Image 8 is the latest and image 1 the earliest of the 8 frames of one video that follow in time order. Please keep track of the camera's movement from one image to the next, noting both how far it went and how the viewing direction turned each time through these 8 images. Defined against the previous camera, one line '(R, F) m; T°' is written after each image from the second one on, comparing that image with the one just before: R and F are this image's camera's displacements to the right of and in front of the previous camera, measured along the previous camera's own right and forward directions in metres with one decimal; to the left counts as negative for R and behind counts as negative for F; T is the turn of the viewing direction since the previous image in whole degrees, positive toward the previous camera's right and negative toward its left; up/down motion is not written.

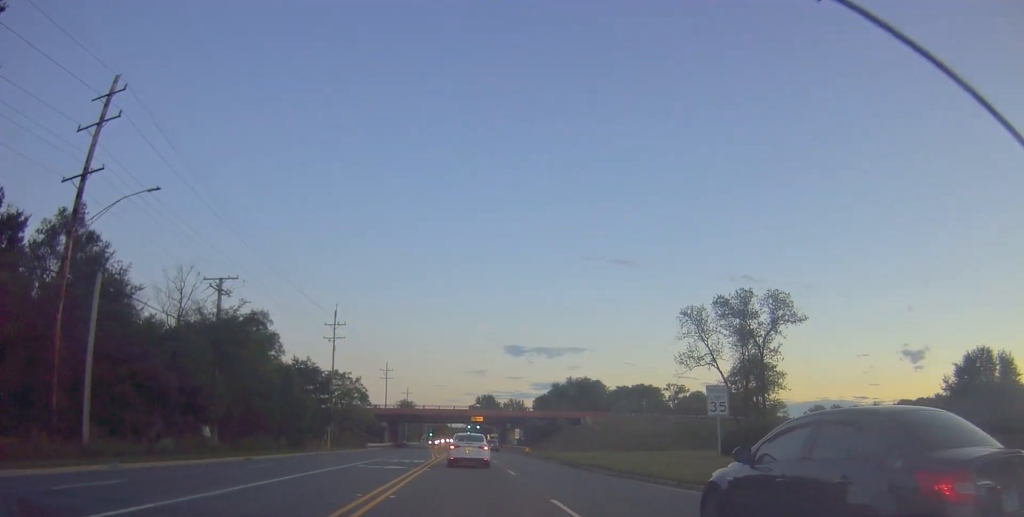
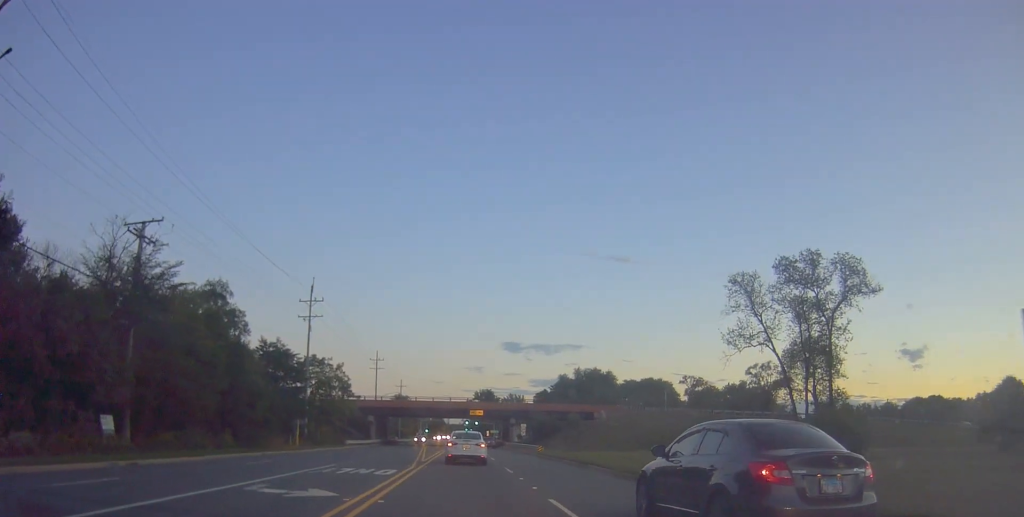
(-0.4, +12.2) m; 0°
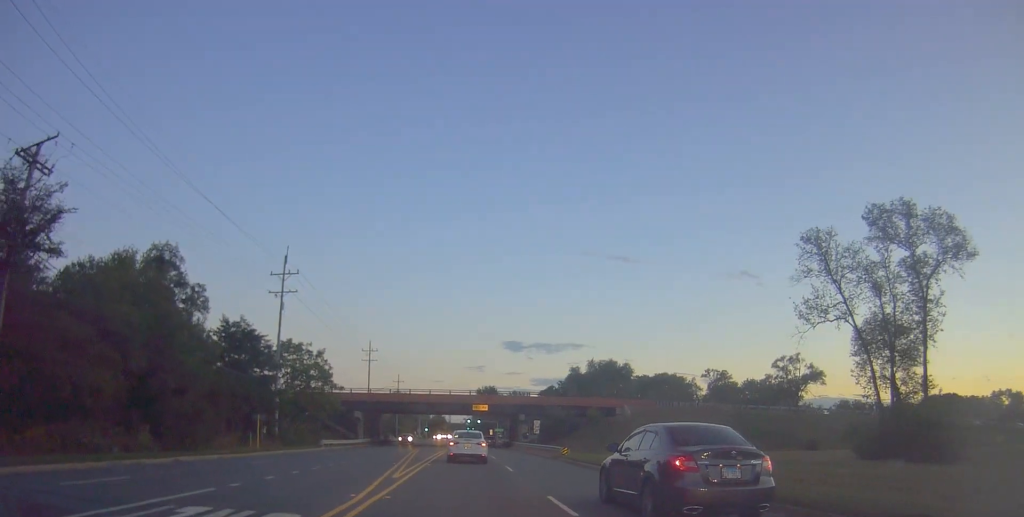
(+0.2, +11.6) m; +1°
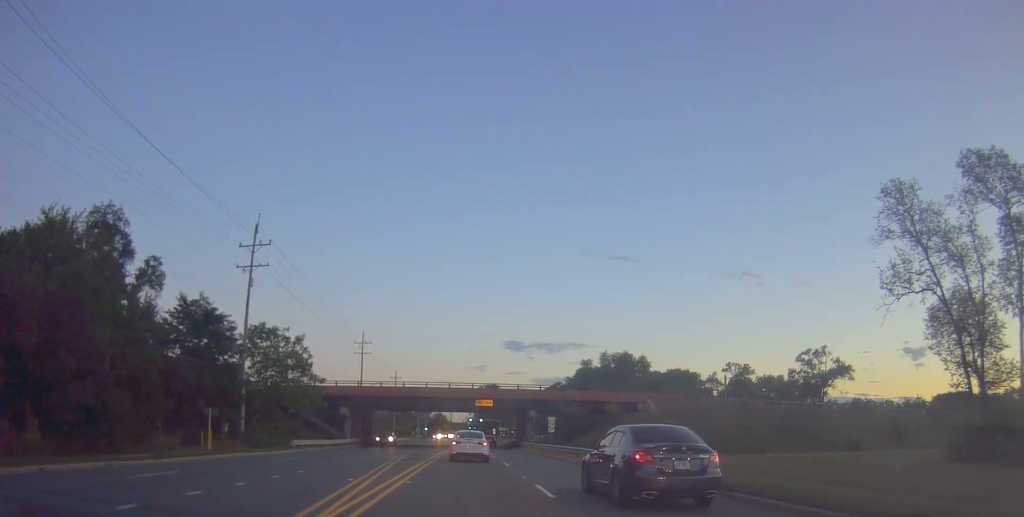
(+0.3, +9.4) m; 0°
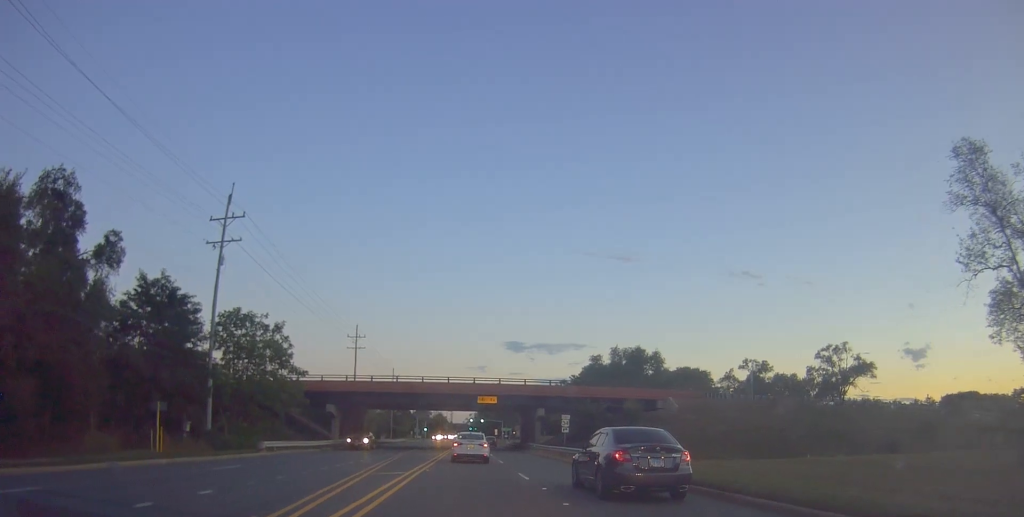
(-0.3, +6.8) m; -1°
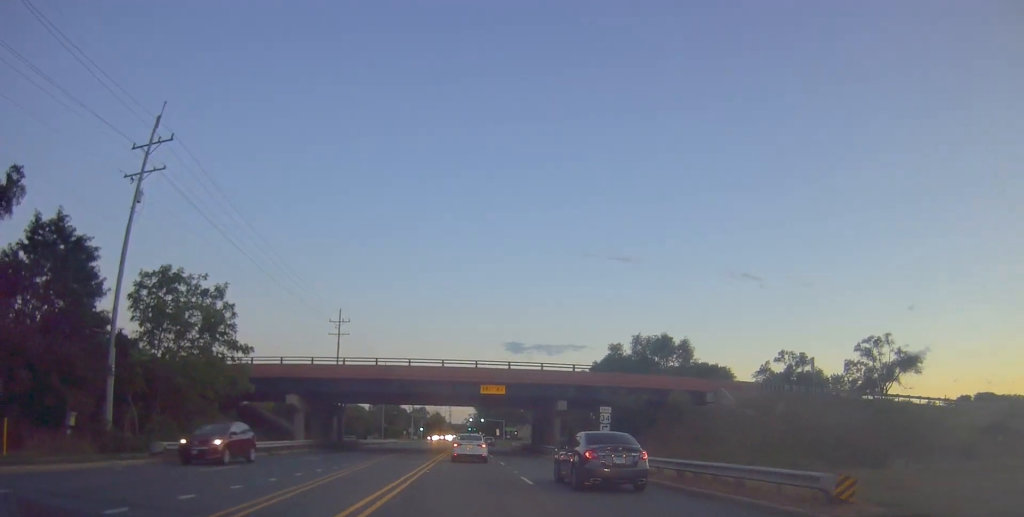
(0.0, +13.0) m; -1°
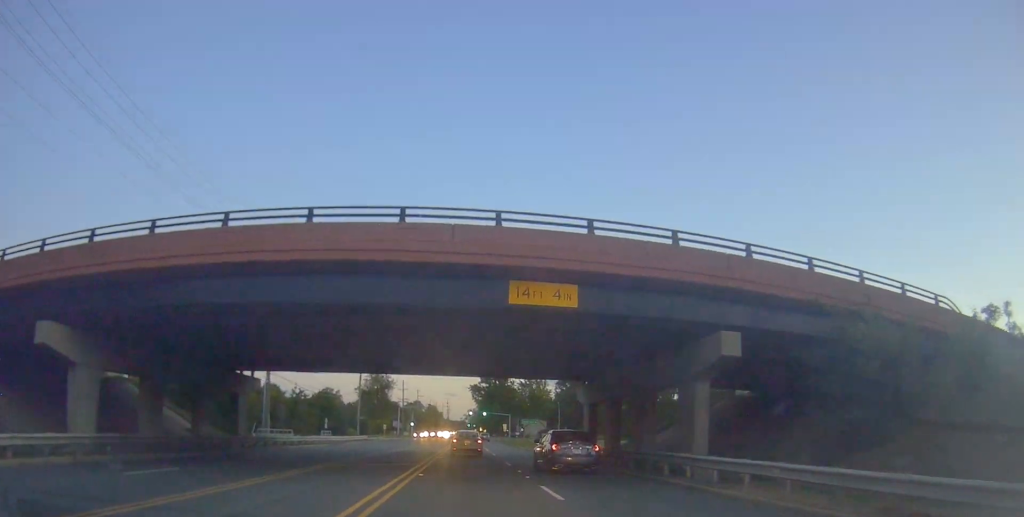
(-0.4, +28.6) m; +1°
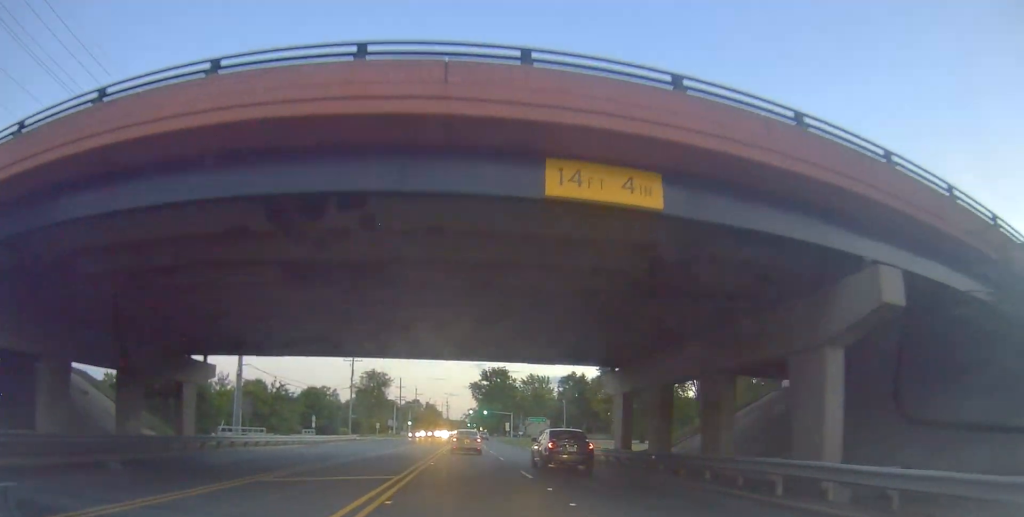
(-0.1, +7.1) m; +1°
